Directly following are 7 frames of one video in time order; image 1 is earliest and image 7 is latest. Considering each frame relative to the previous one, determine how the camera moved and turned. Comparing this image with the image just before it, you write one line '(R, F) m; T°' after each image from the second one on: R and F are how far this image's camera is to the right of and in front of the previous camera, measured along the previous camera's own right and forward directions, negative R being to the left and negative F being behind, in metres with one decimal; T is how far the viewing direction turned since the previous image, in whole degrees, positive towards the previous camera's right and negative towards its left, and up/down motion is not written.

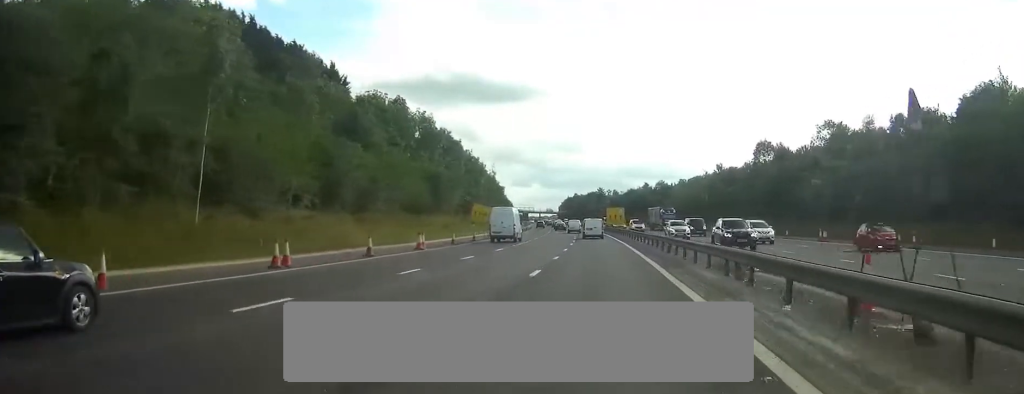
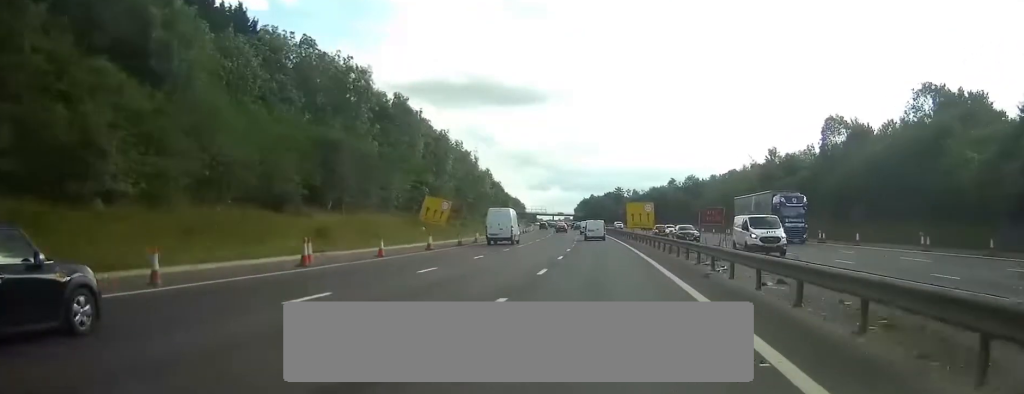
(-0.3, +35.4) m; -1°
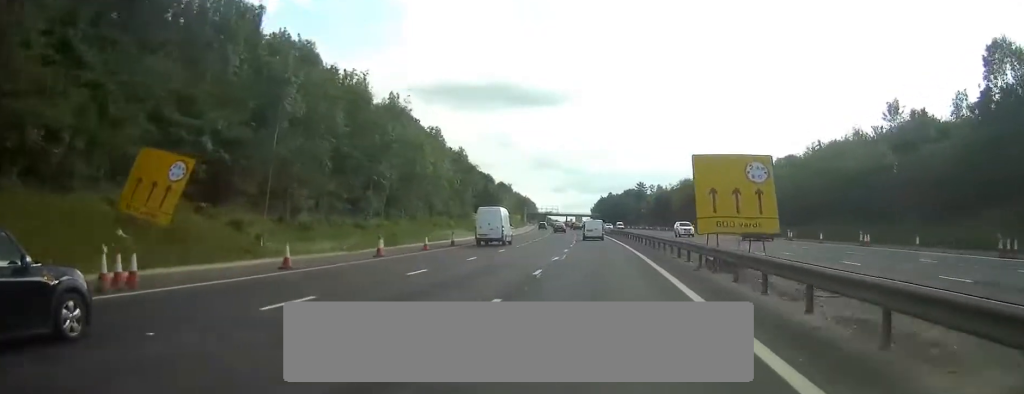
(-0.7, +45.8) m; -2°
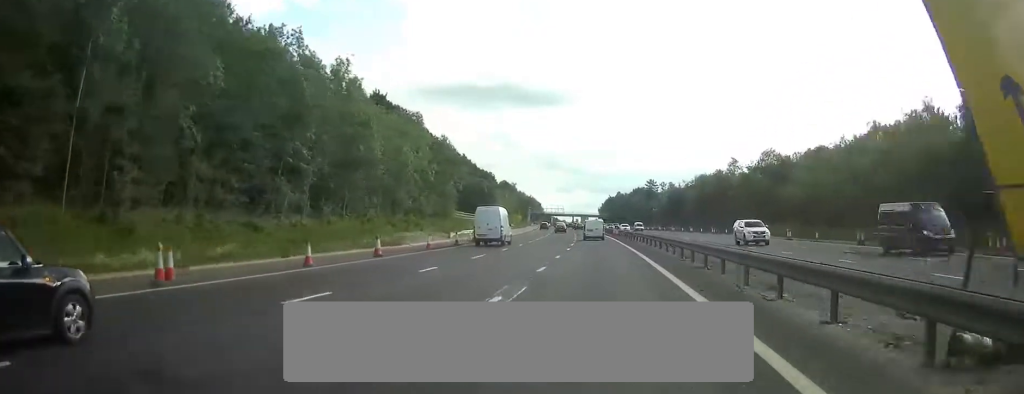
(-0.1, +17.3) m; -1°
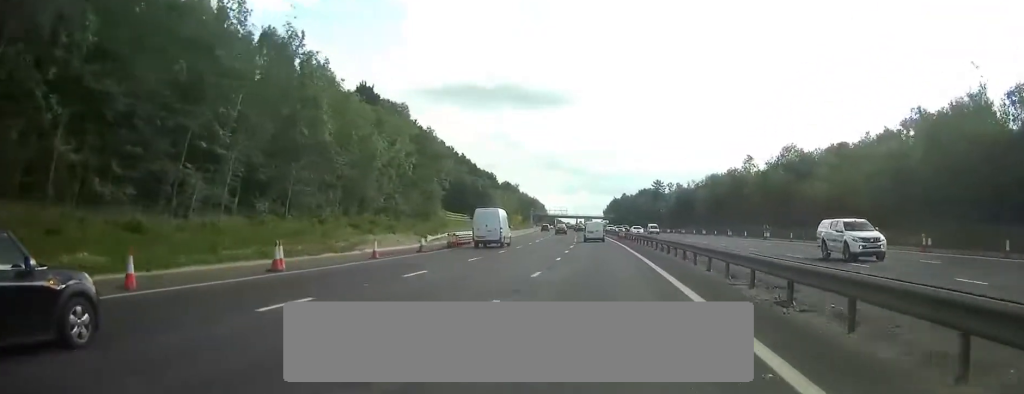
(0.0, +10.4) m; 0°
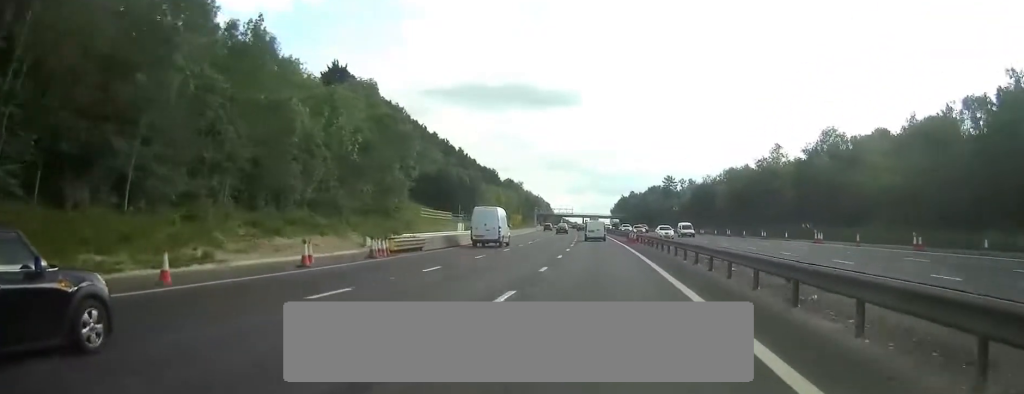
(0.0, +16.4) m; -1°
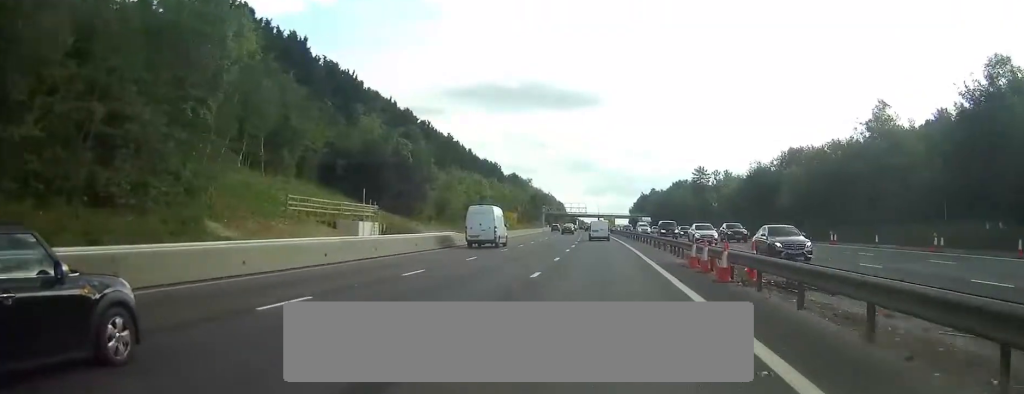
(-0.5, +39.1) m; -1°
